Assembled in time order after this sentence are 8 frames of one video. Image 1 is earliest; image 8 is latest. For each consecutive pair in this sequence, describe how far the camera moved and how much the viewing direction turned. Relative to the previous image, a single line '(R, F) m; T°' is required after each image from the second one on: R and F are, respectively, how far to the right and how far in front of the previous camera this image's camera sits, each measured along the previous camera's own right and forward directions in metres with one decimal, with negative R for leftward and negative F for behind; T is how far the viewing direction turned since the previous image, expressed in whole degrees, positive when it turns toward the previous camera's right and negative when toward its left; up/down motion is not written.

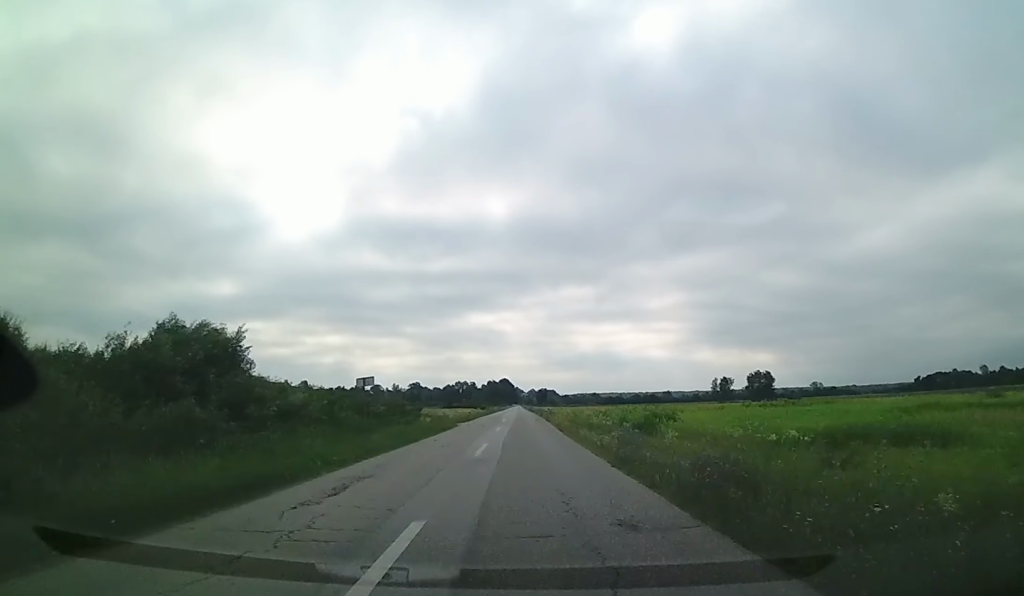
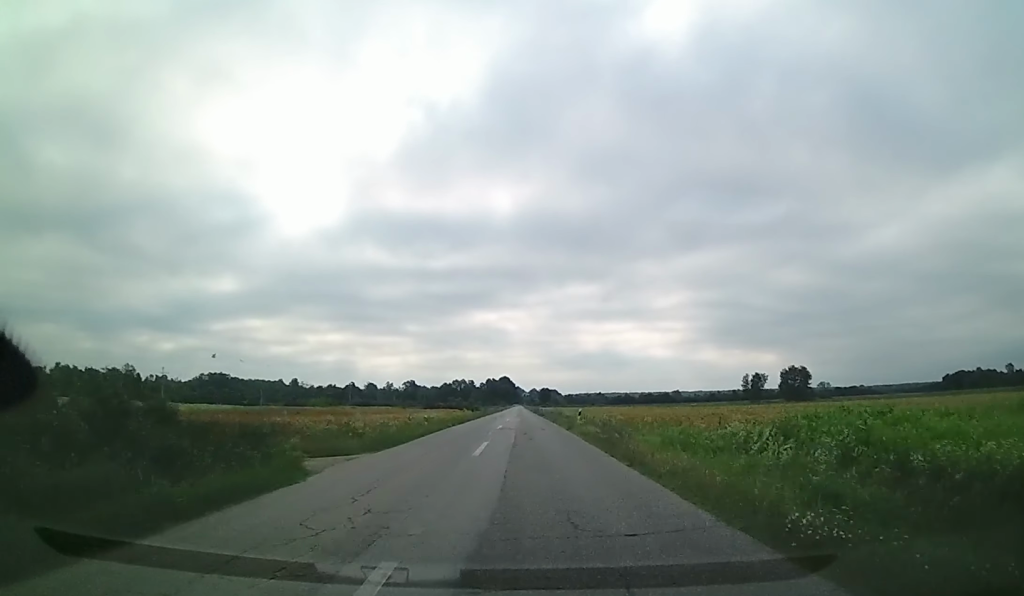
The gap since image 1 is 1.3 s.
(+0.5, +33.6) m; 0°
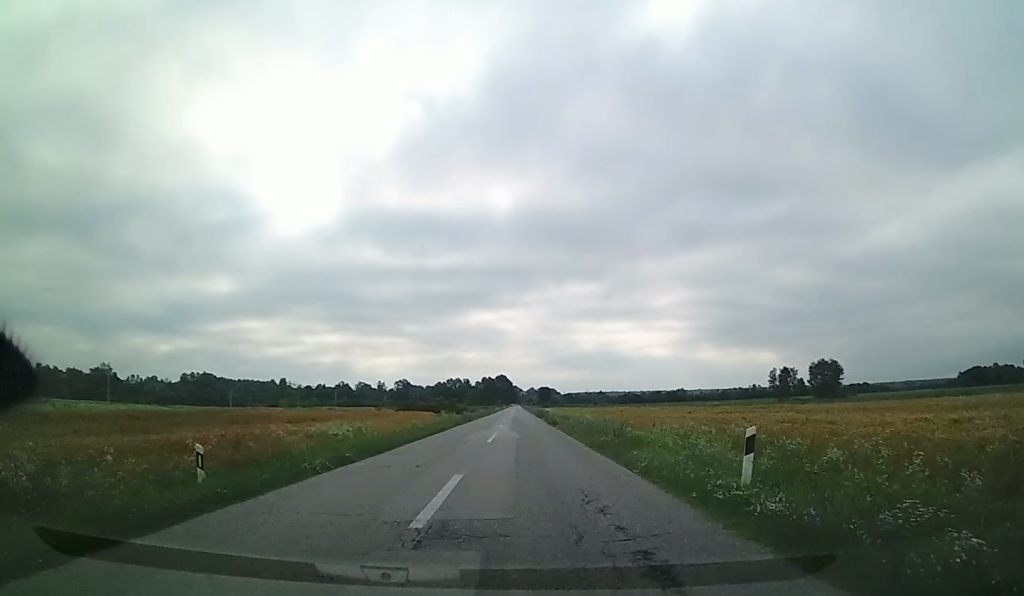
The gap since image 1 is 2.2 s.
(-0.2, +25.6) m; 0°
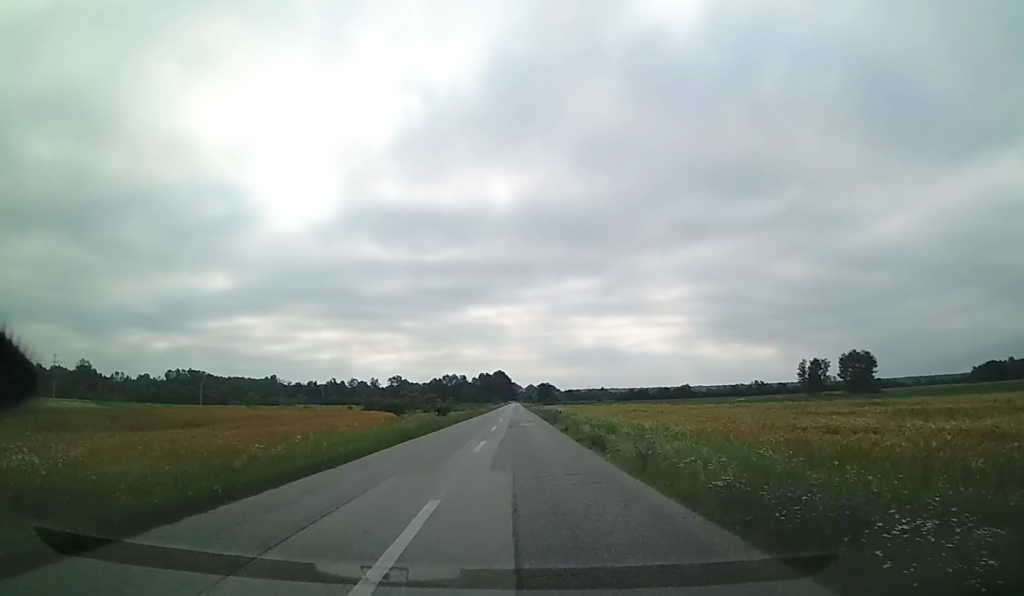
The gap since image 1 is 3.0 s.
(-0.1, +20.9) m; 0°
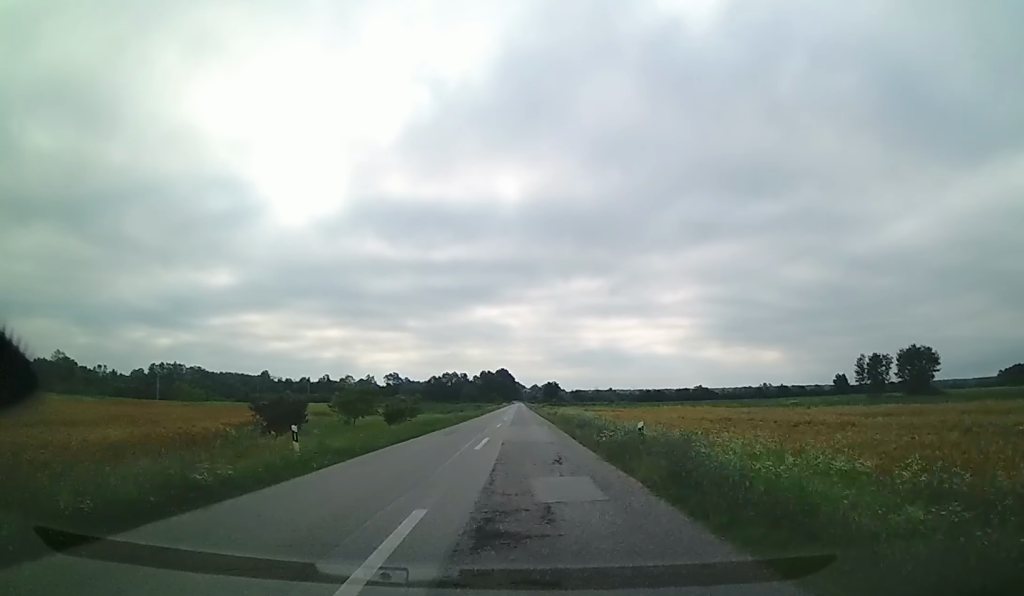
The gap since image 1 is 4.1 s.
(+0.2, +28.4) m; 0°
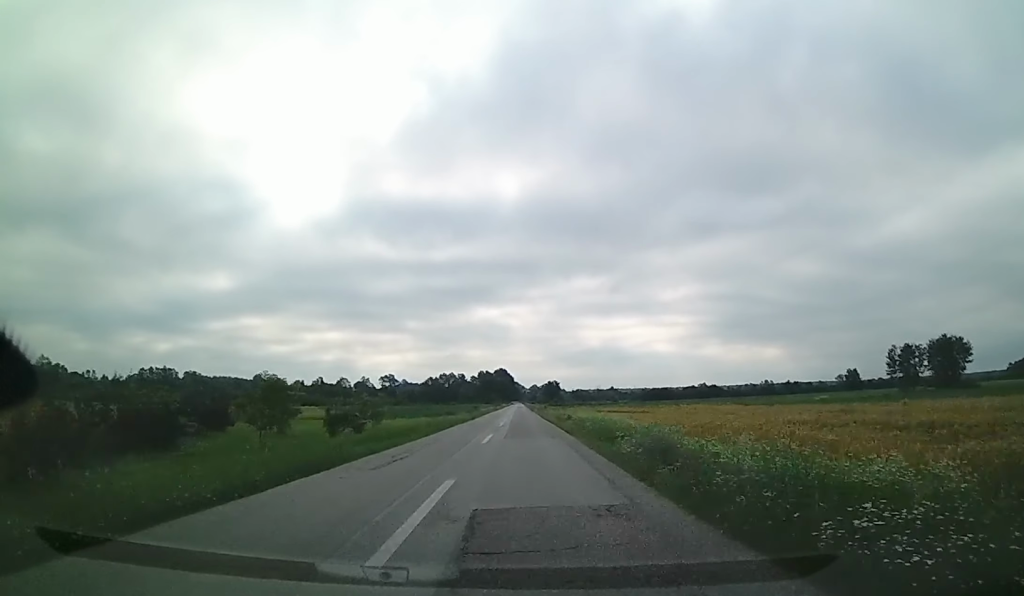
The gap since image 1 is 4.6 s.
(-0.3, +14.0) m; 0°
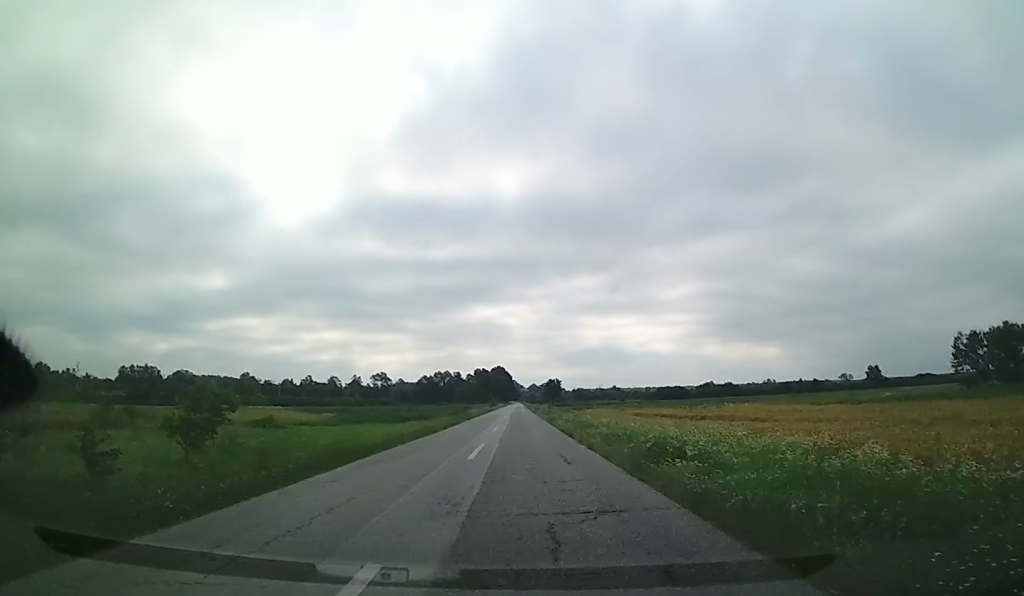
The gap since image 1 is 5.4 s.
(+0.3, +23.3) m; 0°
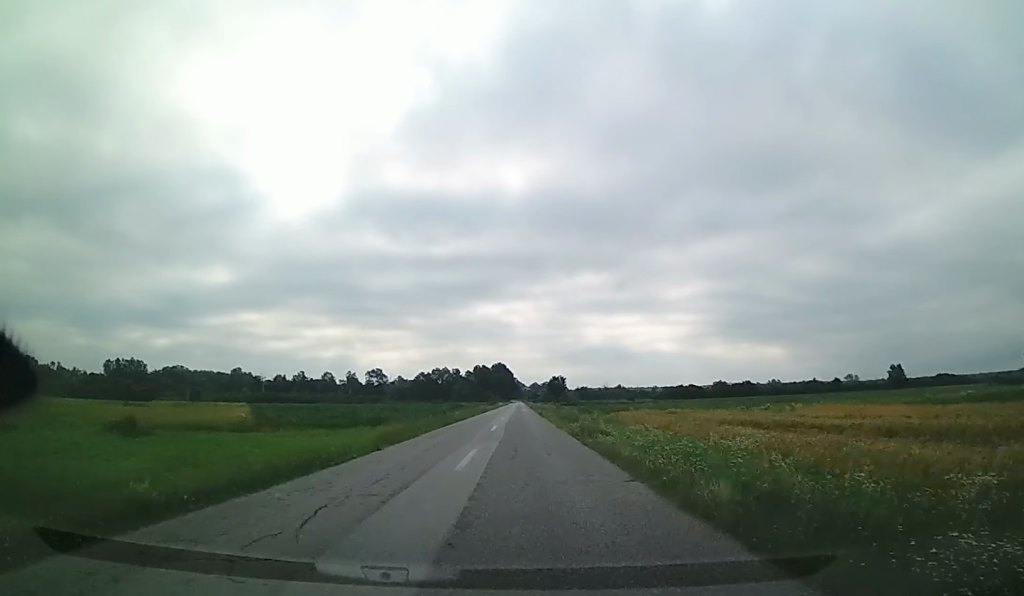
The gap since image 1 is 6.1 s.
(0.0, +19.4) m; 0°
